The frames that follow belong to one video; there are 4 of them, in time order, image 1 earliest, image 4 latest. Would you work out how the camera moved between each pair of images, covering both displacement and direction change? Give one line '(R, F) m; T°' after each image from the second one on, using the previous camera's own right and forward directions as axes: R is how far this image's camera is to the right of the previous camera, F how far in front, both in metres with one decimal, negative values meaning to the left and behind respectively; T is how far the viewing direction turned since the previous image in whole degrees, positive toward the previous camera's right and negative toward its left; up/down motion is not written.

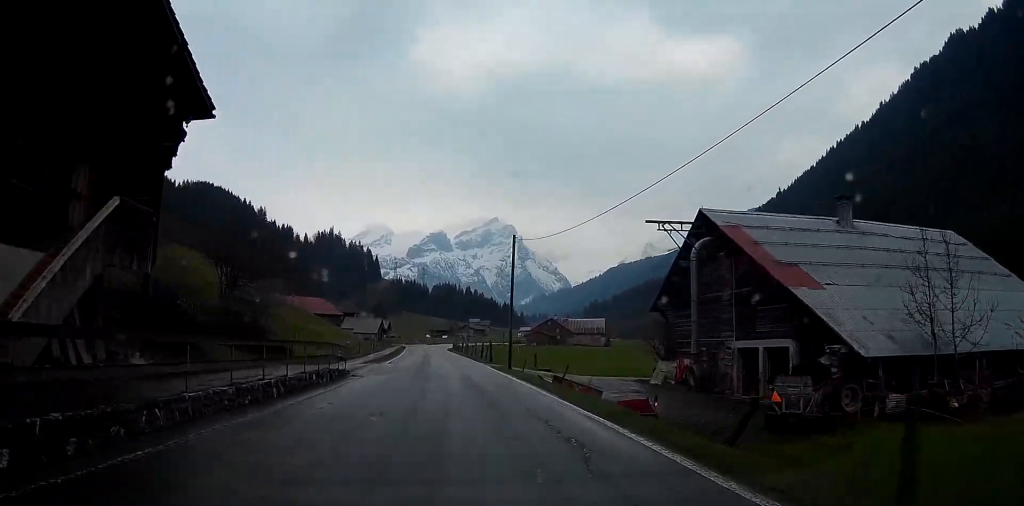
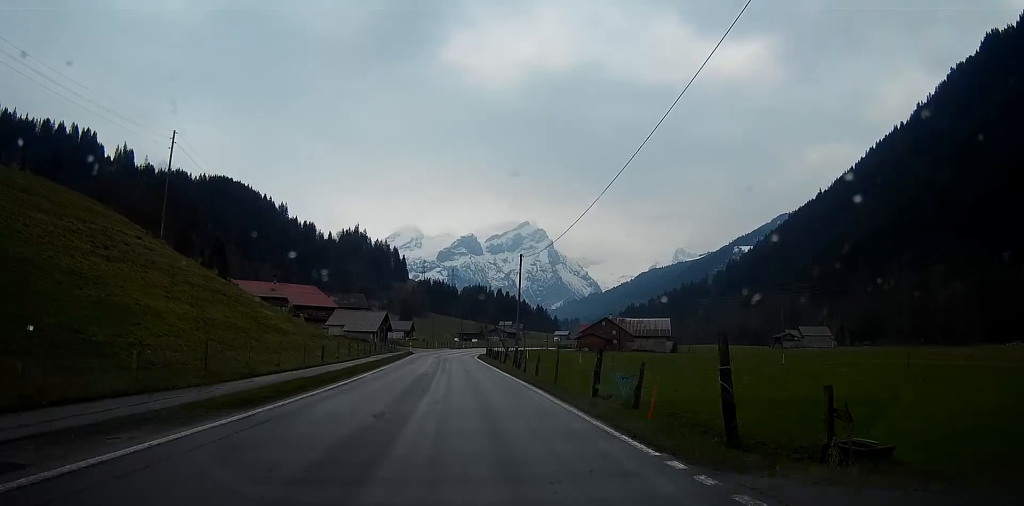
(-1.1, +39.6) m; -2°
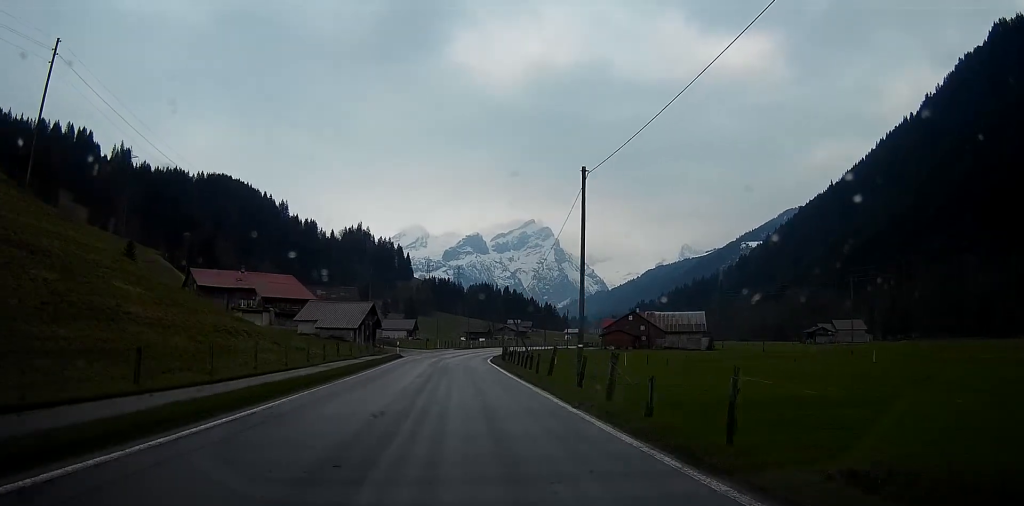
(-0.1, +21.2) m; 0°
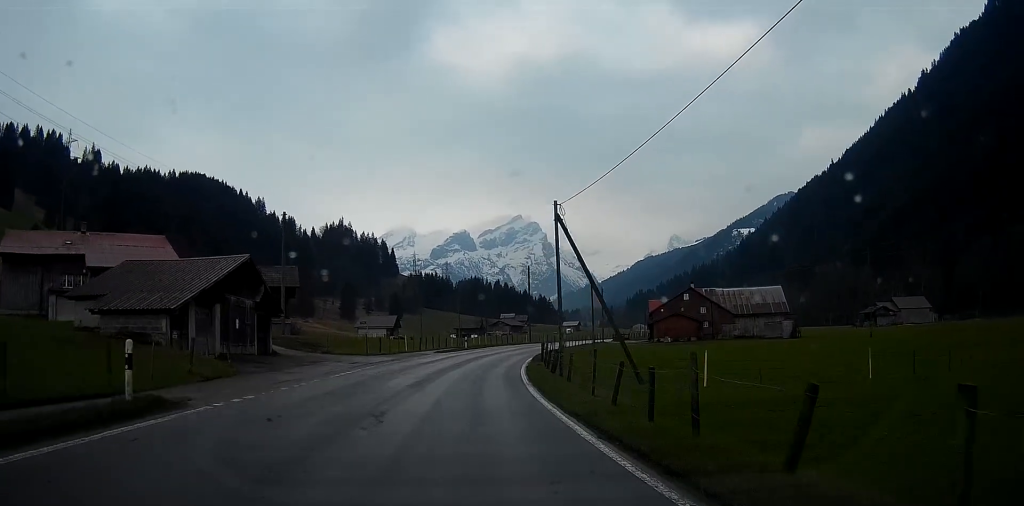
(-0.1, +43.6) m; +1°
